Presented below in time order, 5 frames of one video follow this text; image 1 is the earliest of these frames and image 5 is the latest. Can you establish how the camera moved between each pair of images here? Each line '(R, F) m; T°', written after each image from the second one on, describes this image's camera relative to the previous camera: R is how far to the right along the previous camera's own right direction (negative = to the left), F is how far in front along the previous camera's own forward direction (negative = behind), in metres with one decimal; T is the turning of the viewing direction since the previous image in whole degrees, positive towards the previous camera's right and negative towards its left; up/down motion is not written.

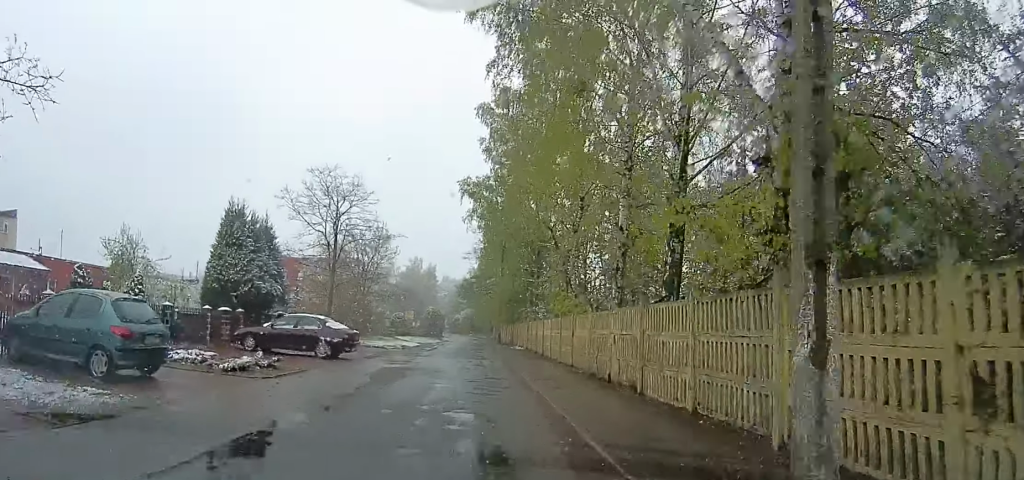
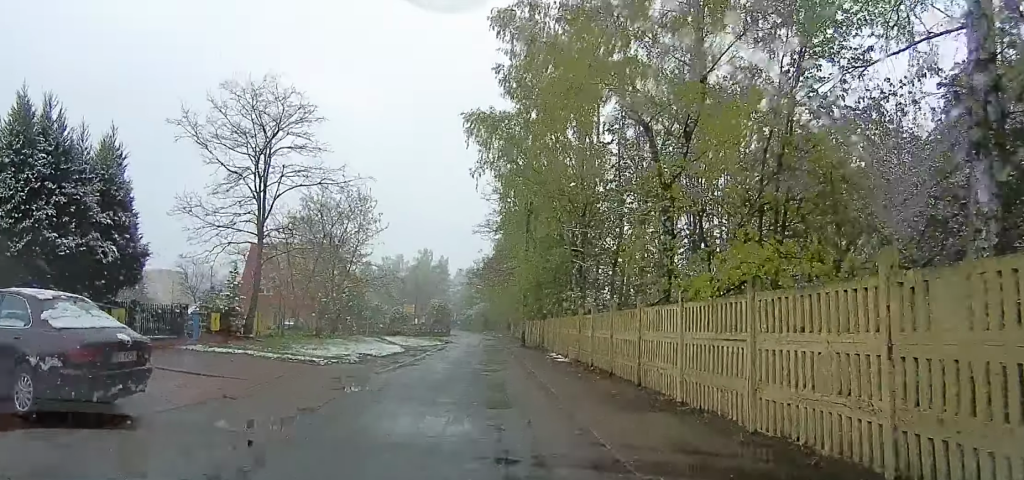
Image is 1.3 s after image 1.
(0.0, +10.7) m; 0°
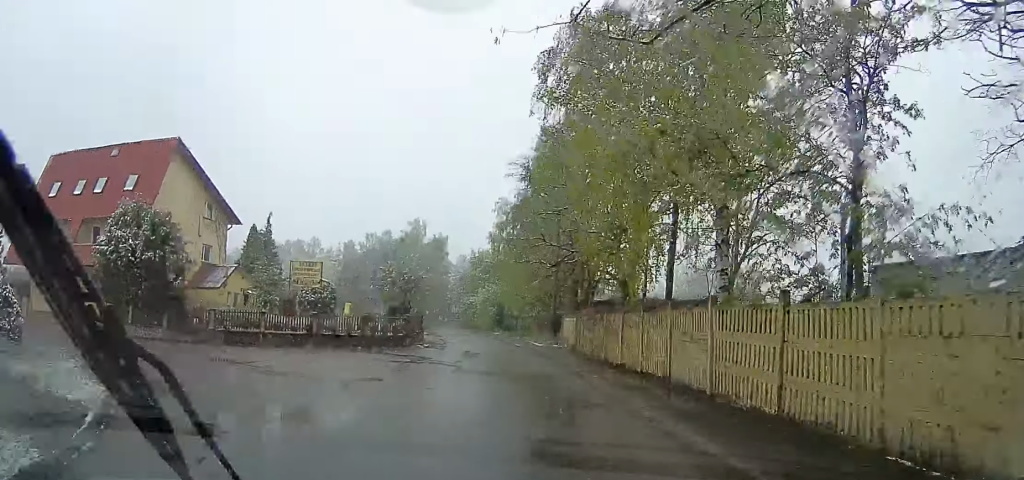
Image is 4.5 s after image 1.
(+0.7, +31.3) m; +10°
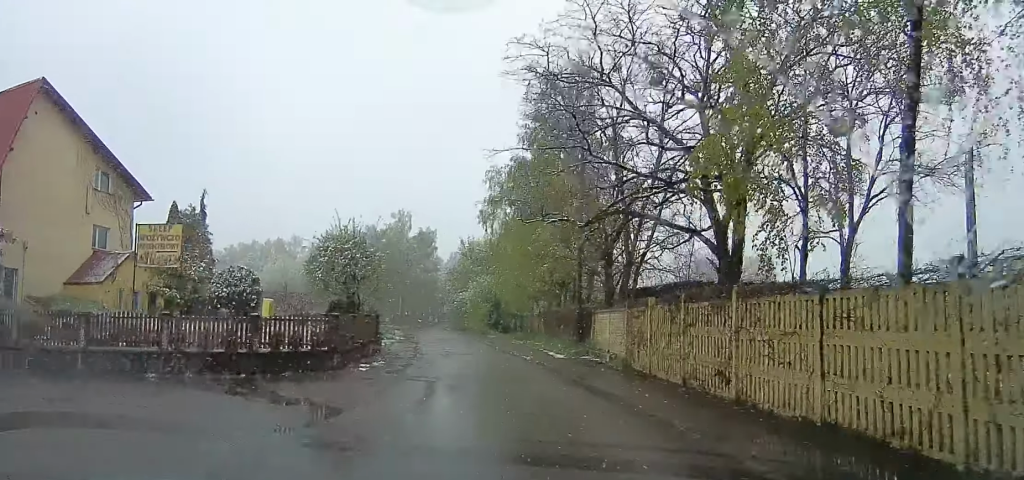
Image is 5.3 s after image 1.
(+0.6, +8.8) m; +8°
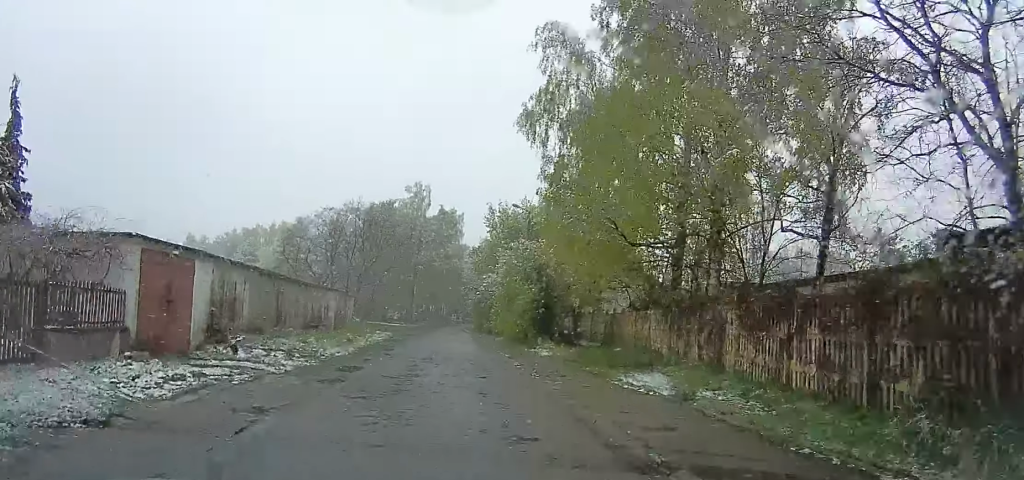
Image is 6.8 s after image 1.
(+1.6, +18.4) m; +5°
